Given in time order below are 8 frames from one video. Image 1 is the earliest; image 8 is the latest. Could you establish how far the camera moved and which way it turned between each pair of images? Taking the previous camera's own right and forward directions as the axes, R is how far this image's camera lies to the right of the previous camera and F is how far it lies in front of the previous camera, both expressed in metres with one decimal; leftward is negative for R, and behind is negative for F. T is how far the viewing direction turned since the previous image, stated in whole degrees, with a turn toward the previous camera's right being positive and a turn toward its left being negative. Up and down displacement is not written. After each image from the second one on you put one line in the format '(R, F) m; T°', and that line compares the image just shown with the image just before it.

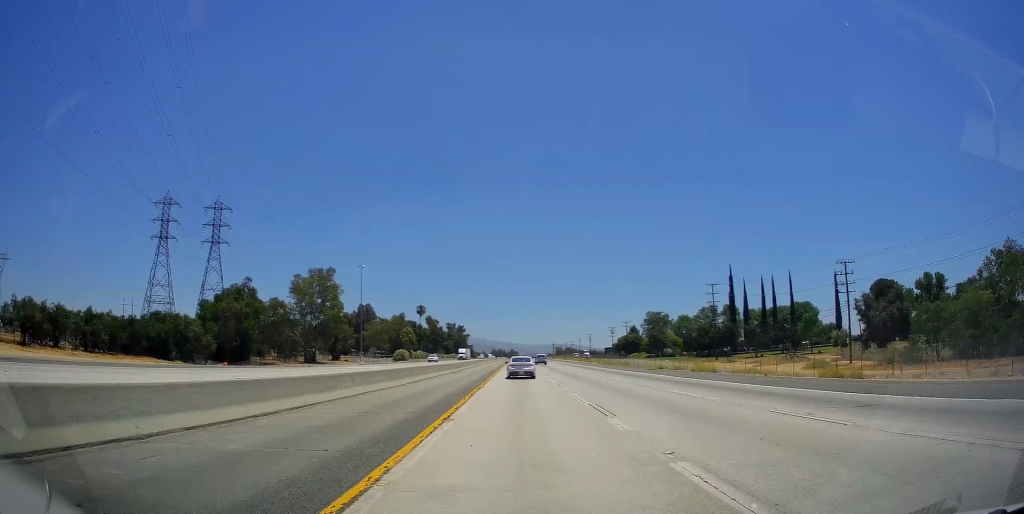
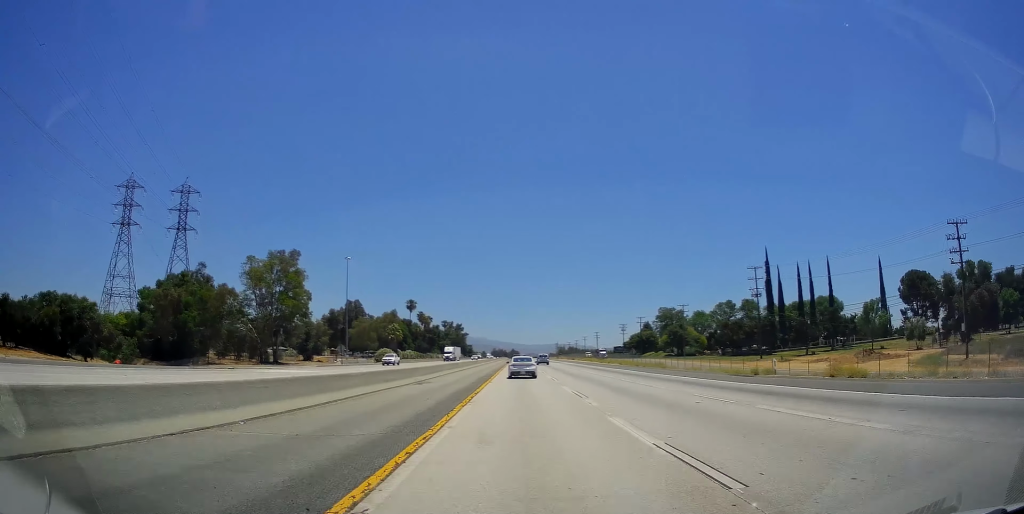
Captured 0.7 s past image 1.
(-0.1, +22.9) m; 0°
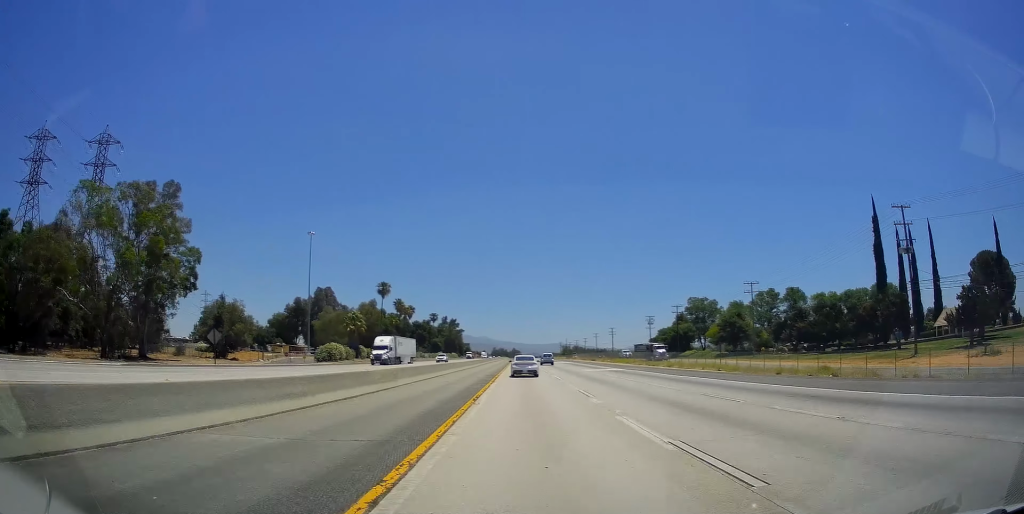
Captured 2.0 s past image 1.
(+0.2, +42.2) m; 0°
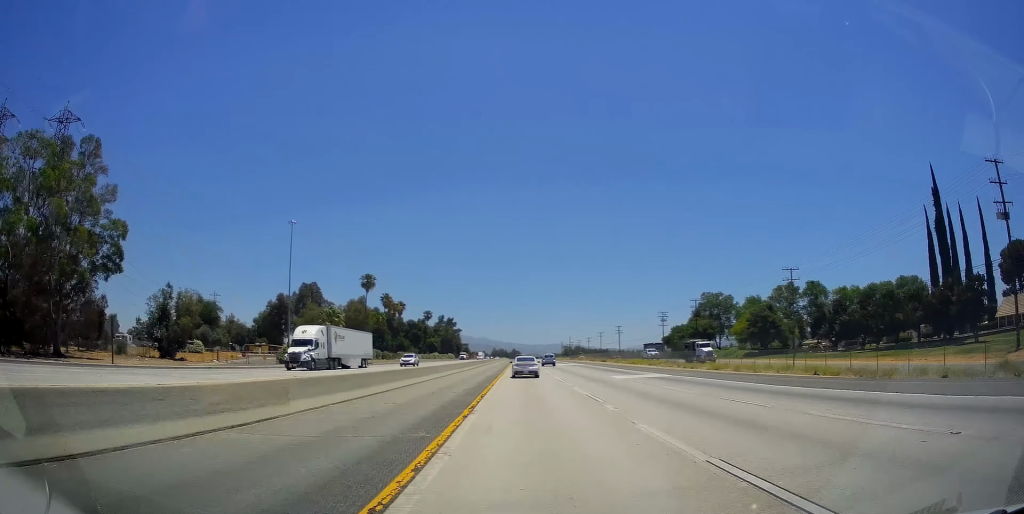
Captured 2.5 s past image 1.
(-0.1, +16.1) m; 0°
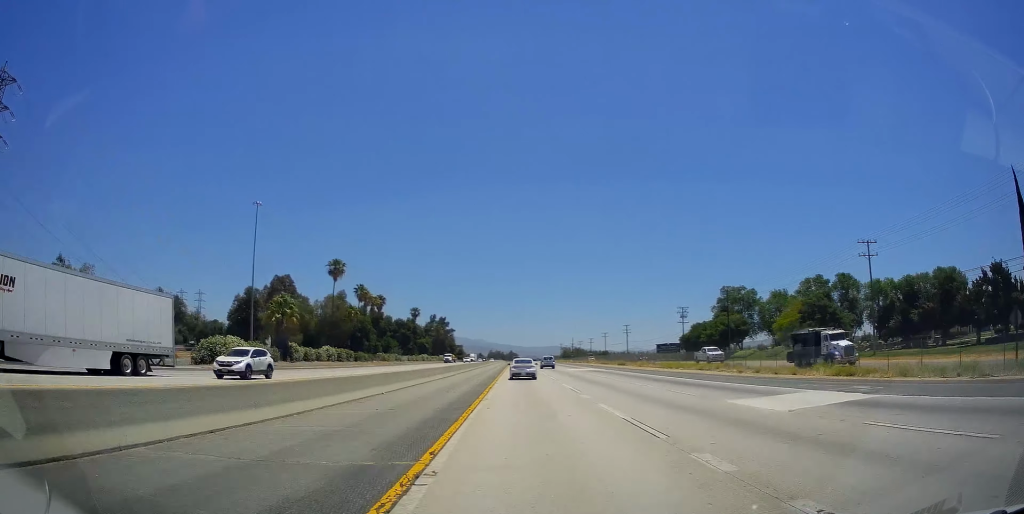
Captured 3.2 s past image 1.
(0.0, +23.3) m; 0°
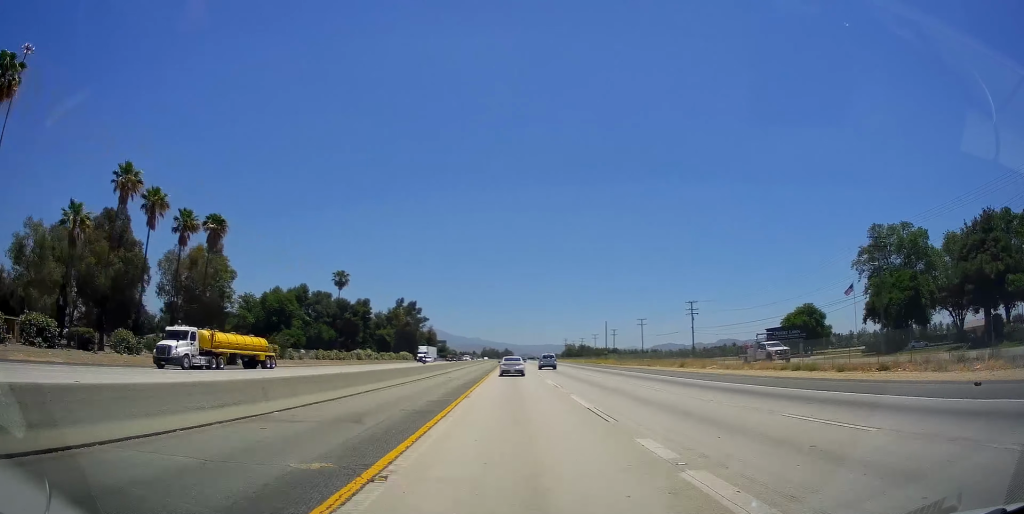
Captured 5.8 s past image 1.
(+0.9, +85.2) m; 0°
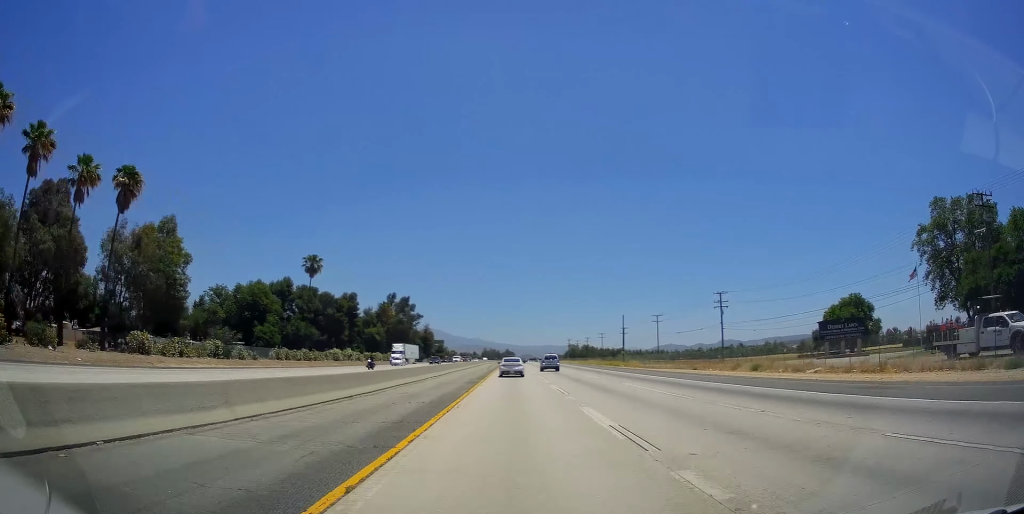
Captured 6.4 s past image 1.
(0.0, +18.5) m; 0°
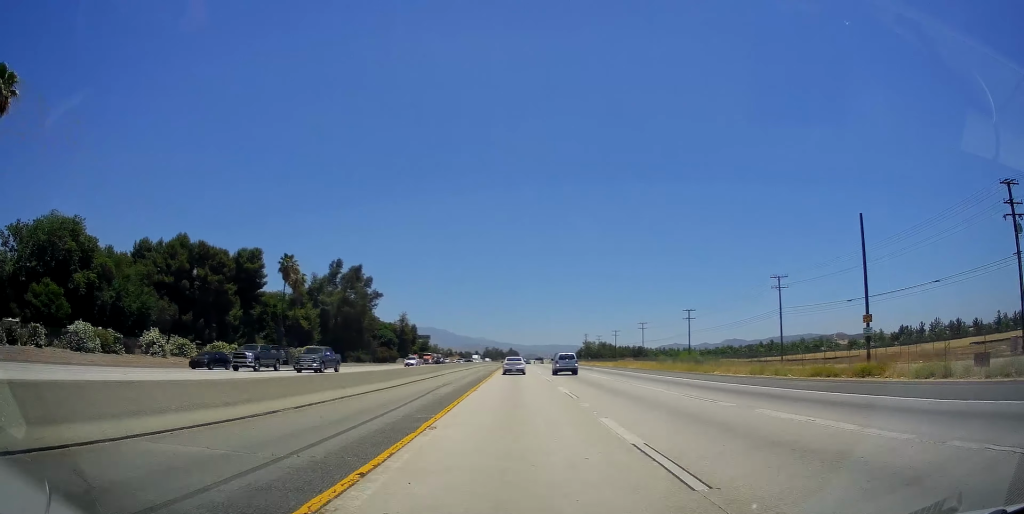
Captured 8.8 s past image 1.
(-0.8, +76.2) m; -1°
